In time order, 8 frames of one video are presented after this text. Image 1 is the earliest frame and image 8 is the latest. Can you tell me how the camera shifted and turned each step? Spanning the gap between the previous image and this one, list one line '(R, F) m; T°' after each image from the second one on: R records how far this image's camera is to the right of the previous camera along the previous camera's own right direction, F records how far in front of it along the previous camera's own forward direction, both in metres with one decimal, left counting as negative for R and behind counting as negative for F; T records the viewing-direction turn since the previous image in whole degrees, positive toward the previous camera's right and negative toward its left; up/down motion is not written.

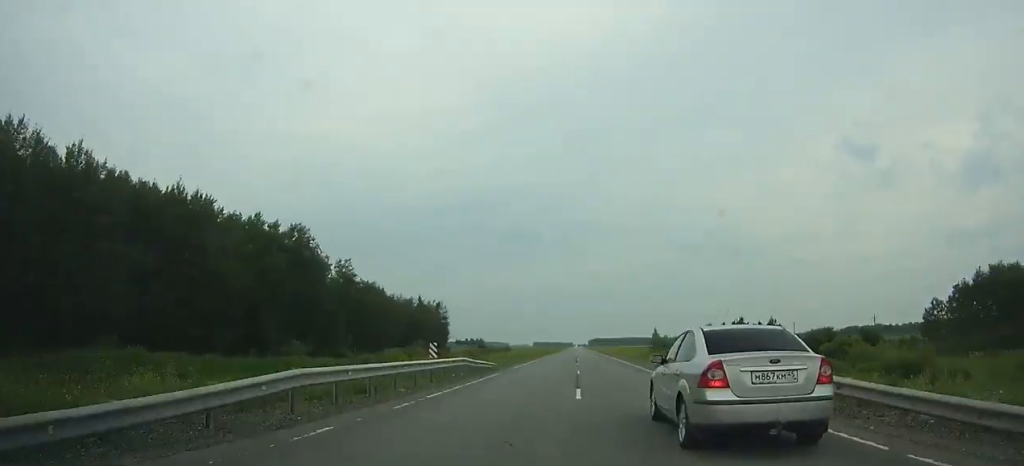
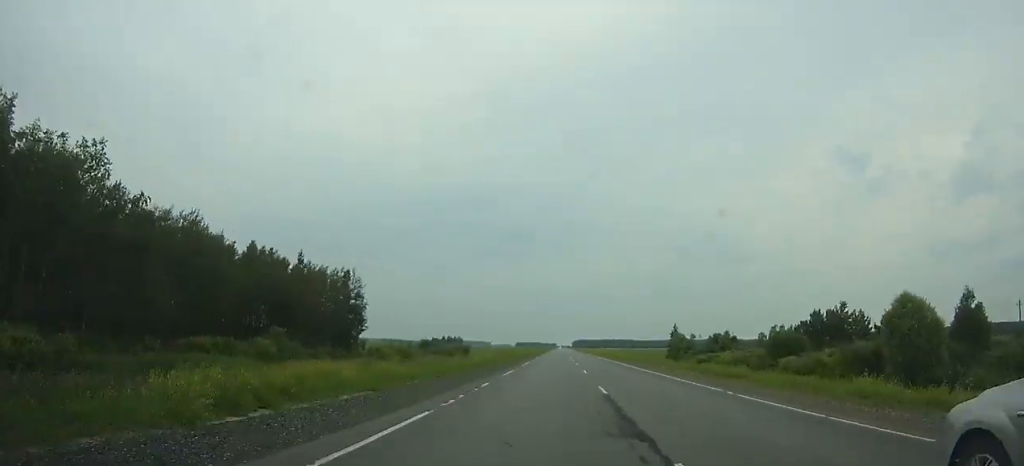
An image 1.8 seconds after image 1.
(+0.3, +57.6) m; +1°
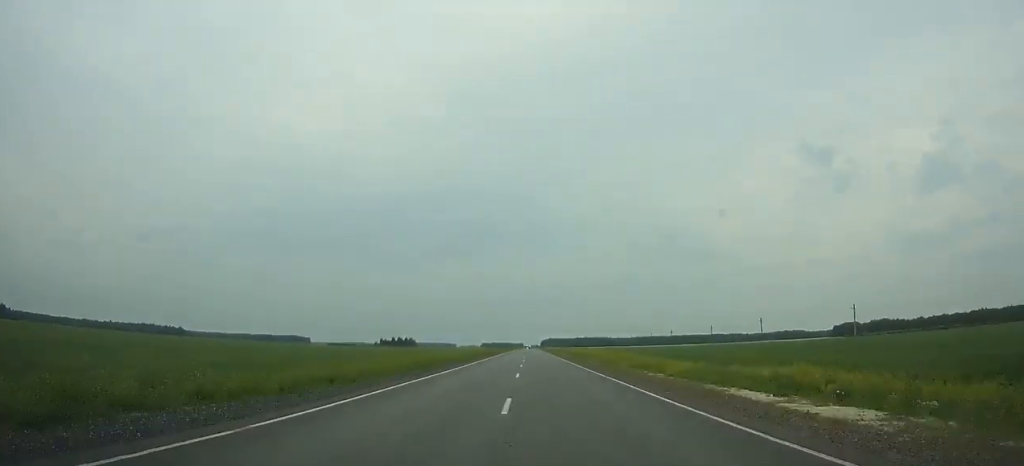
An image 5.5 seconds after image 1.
(+1.5, +119.2) m; +1°
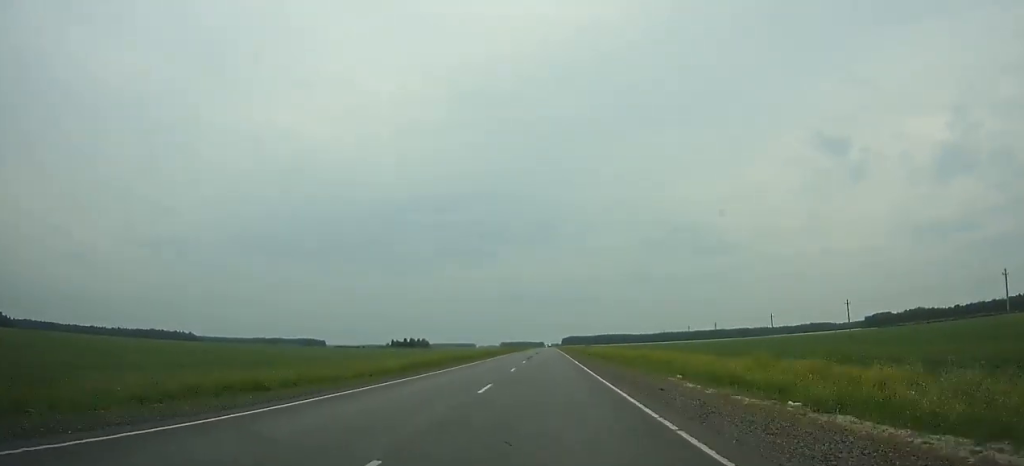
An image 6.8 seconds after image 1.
(+0.2, +42.7) m; 0°
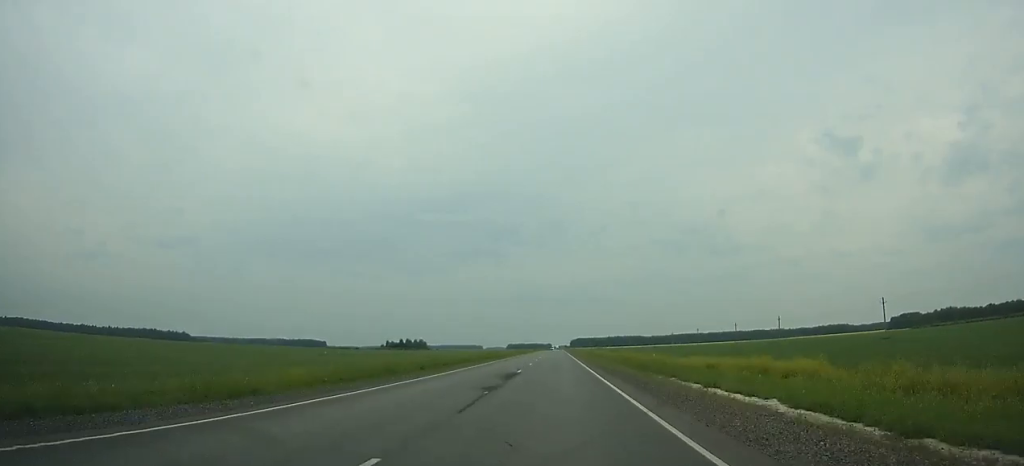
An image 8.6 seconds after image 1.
(-0.6, +62.2) m; 0°
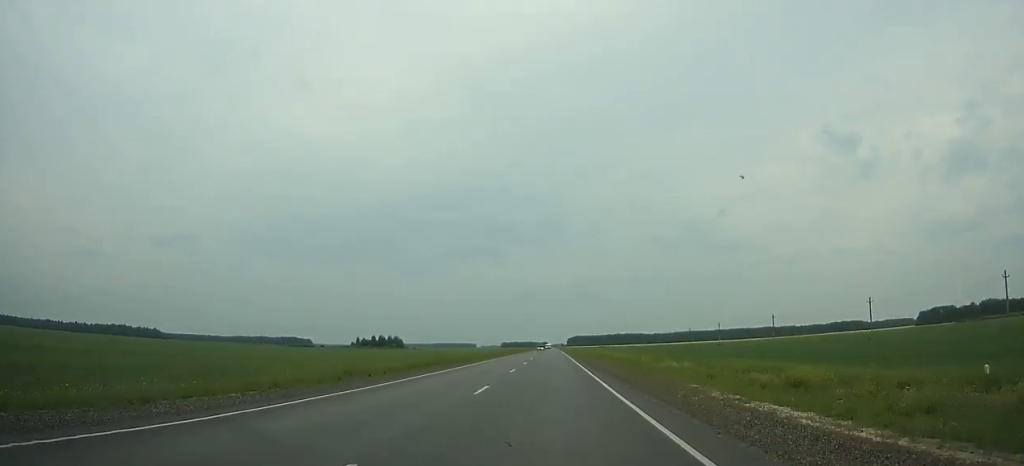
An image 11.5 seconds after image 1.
(-0.3, +100.0) m; 0°
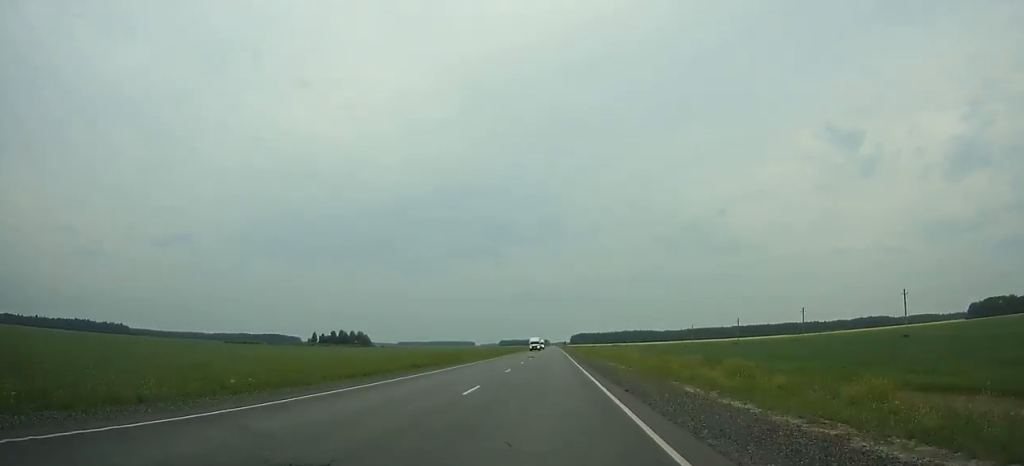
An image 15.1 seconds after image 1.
(-0.1, +122.3) m; 0°
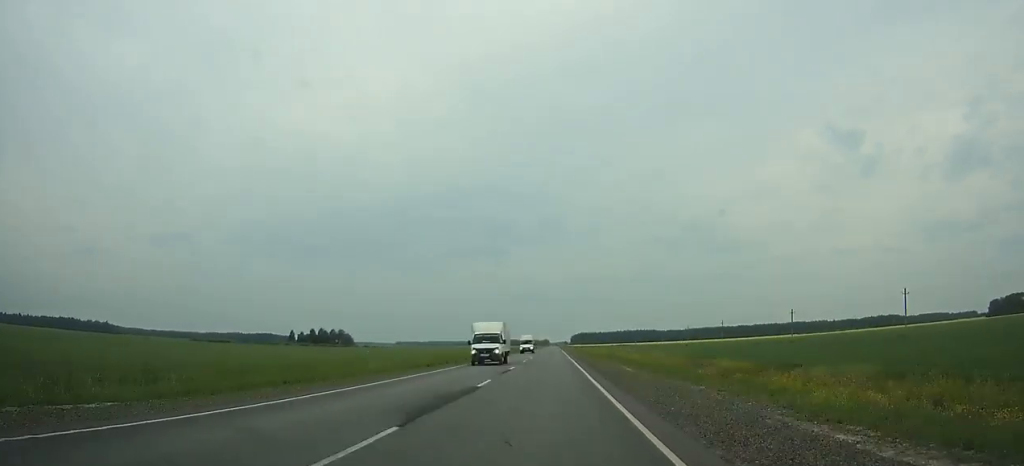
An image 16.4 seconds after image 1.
(0.0, +43.1) m; 0°
